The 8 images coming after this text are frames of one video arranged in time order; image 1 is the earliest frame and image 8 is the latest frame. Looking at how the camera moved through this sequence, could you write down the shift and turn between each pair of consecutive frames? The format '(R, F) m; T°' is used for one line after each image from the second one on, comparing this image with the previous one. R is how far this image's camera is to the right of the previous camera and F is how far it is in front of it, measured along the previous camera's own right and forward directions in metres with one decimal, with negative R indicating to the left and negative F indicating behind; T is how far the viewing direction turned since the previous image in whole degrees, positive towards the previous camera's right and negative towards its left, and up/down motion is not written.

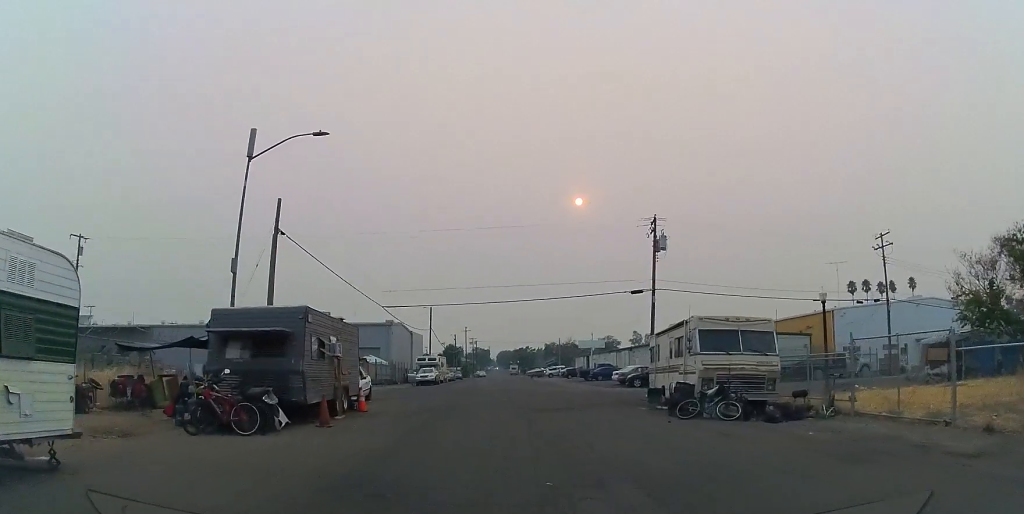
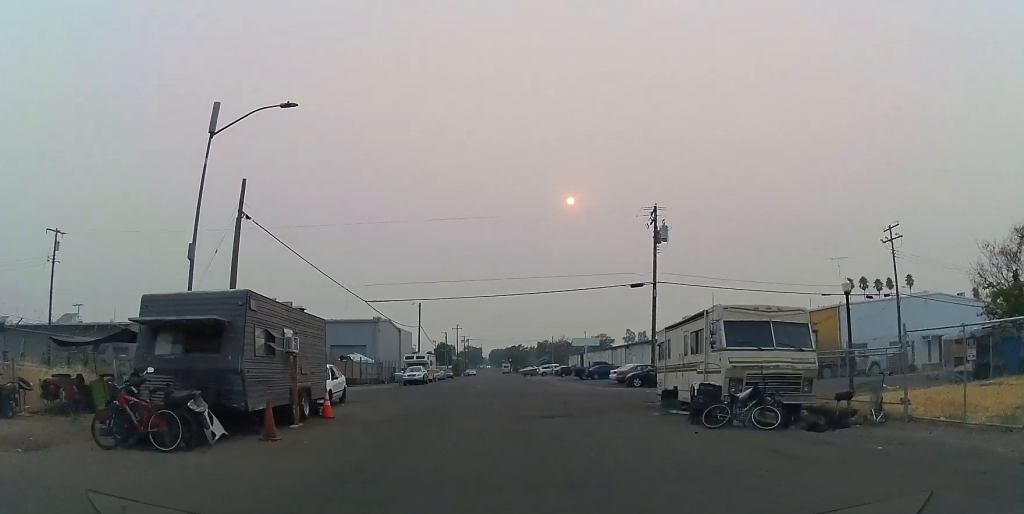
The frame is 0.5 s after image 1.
(0.0, +2.7) m; 0°
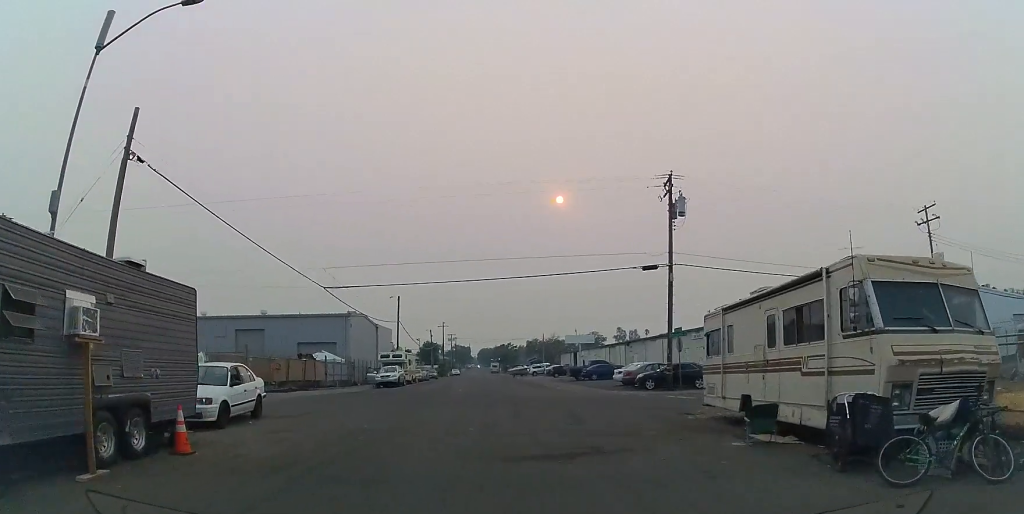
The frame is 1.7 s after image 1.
(0.0, +6.5) m; +1°
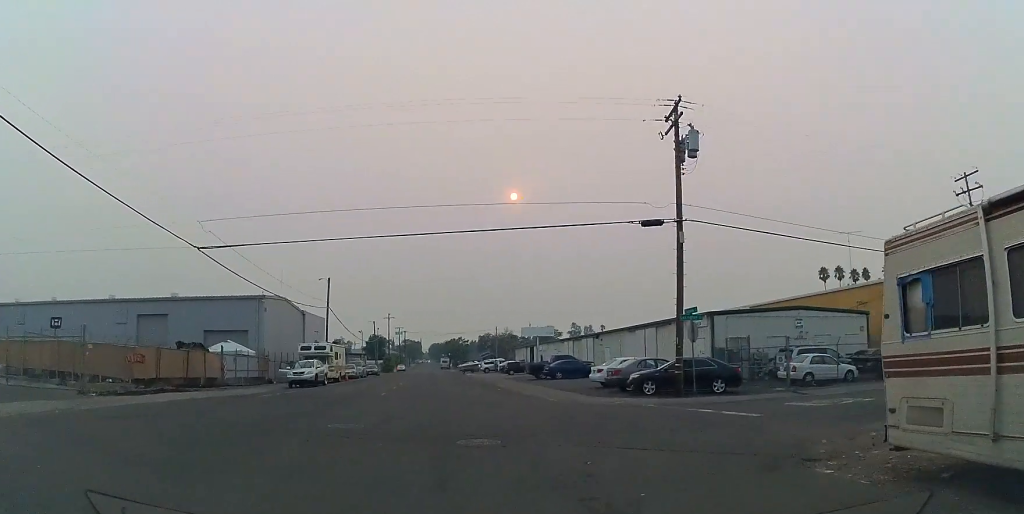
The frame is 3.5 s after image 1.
(+0.9, +9.5) m; +11°
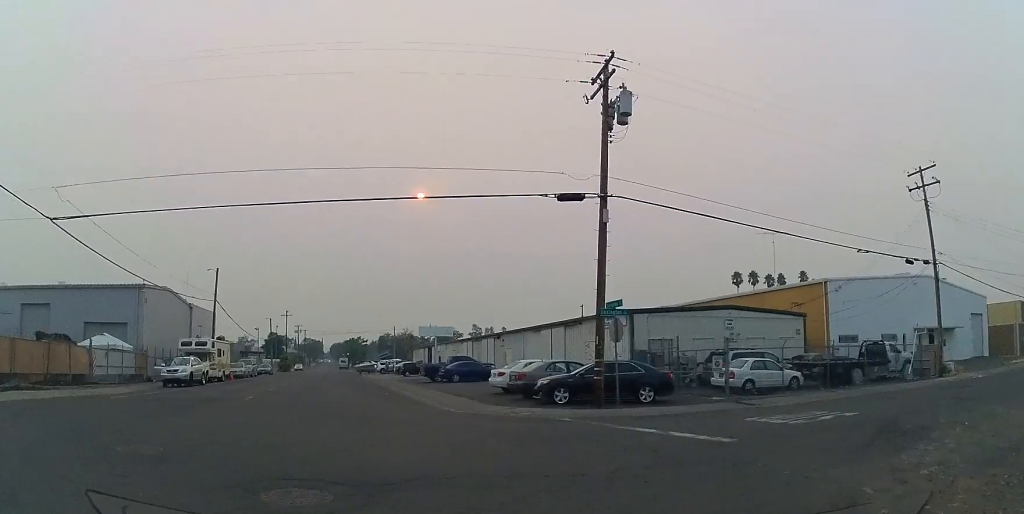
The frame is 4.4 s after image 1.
(0.0, +4.4) m; +8°
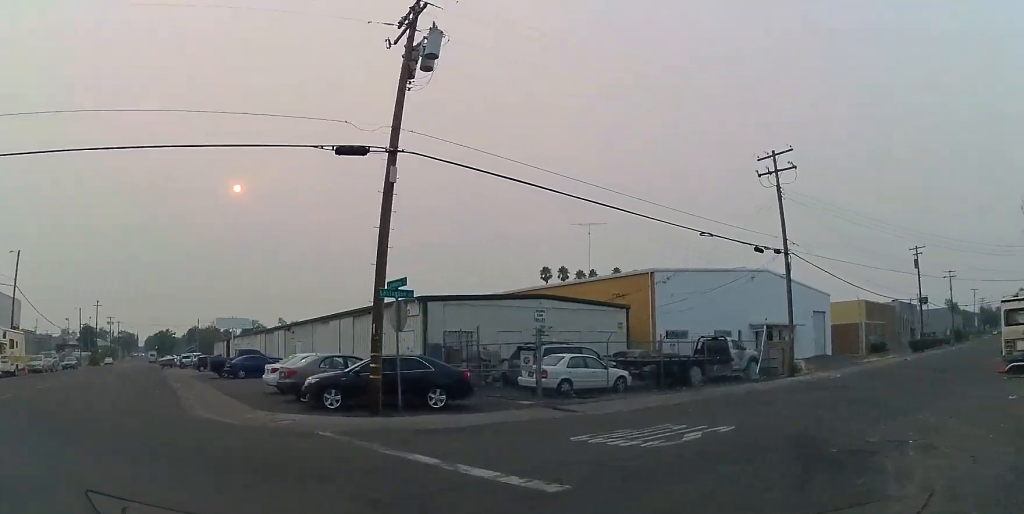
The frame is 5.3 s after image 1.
(+0.7, +4.2) m; +16°
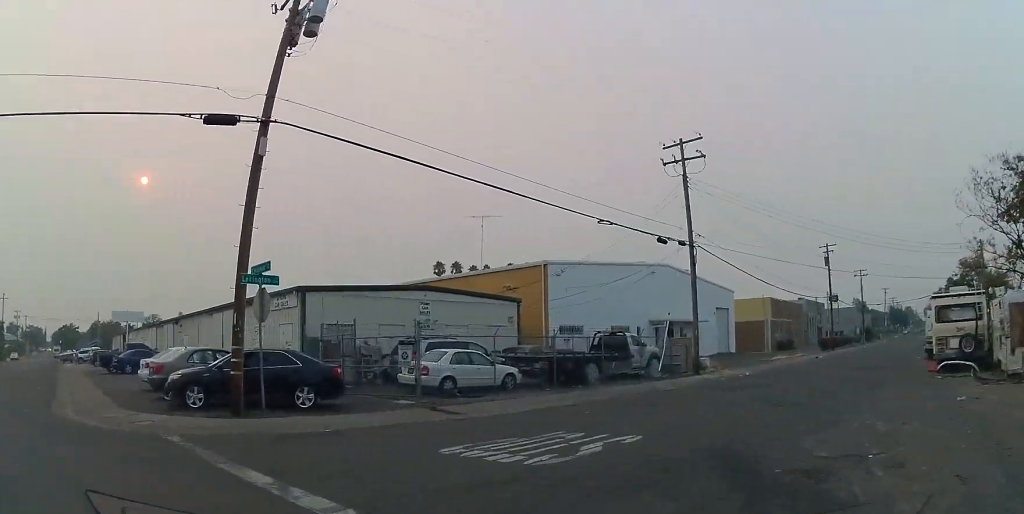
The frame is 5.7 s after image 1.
(+0.1, +1.7) m; +9°
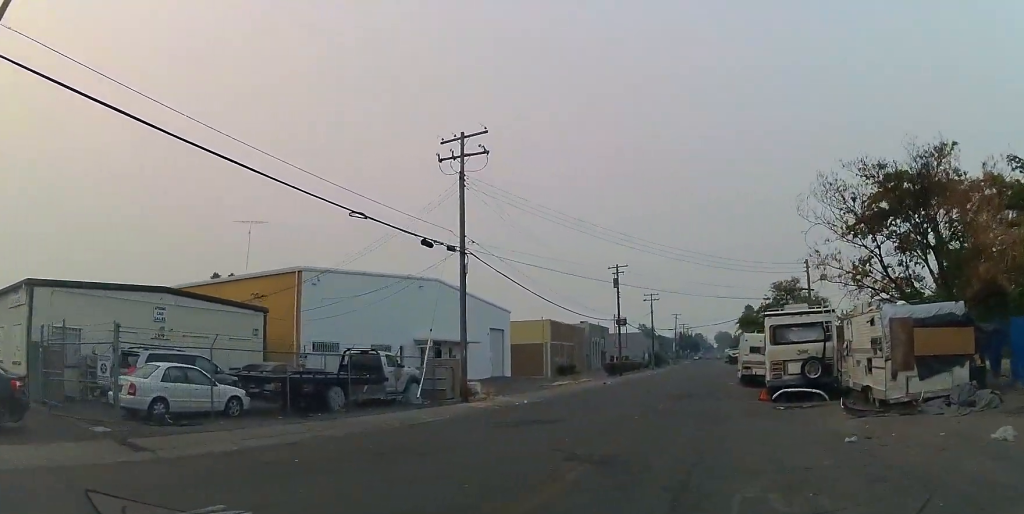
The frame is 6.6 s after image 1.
(+0.6, +3.6) m; +24°
